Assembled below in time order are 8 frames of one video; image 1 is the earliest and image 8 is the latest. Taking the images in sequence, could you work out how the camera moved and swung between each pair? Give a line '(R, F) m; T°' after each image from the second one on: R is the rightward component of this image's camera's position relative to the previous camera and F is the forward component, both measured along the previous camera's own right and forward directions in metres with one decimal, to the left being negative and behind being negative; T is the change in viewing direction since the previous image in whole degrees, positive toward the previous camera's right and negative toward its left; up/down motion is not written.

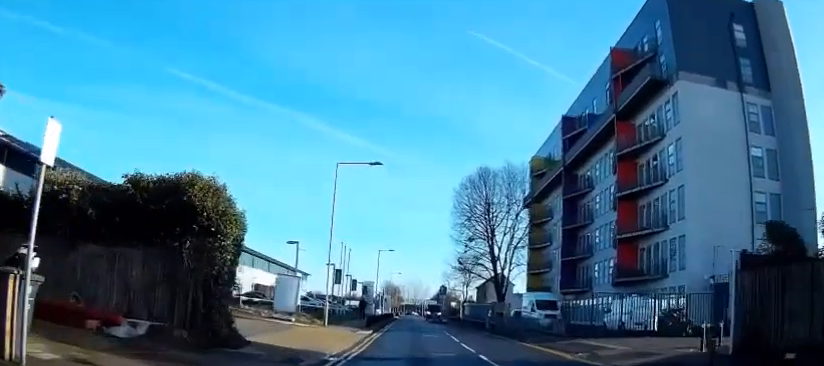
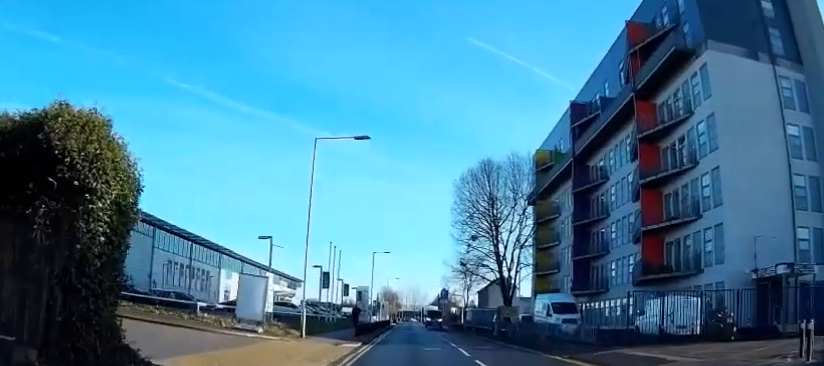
(-0.1, +5.7) m; 0°
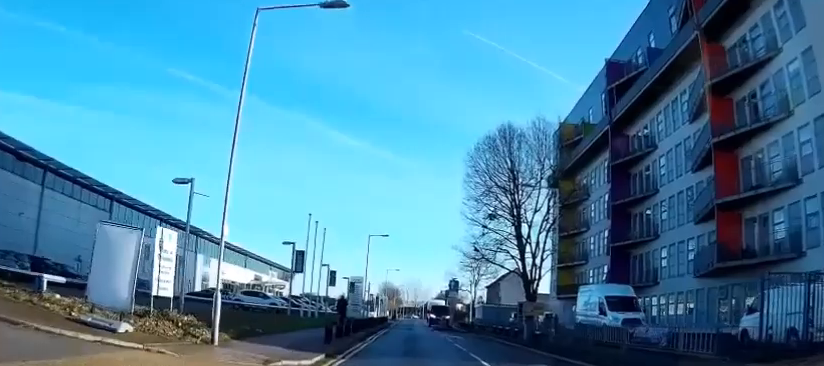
(+0.1, +11.0) m; 0°
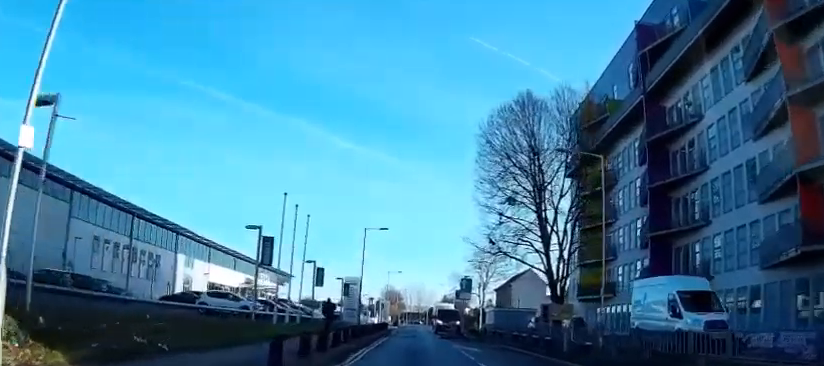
(0.0, +8.0) m; 0°
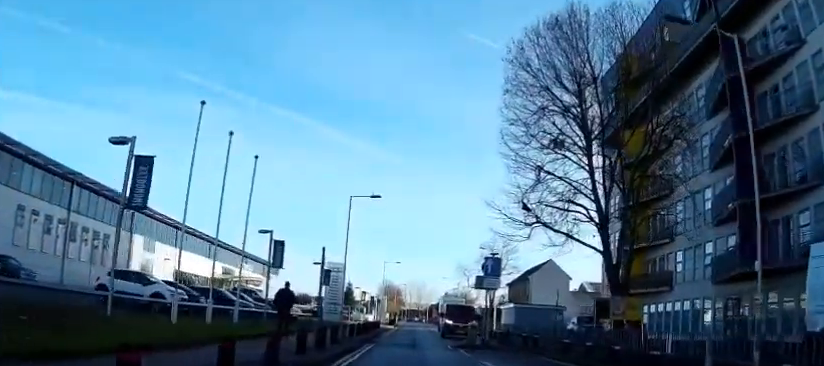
(0.0, +12.2) m; 0°
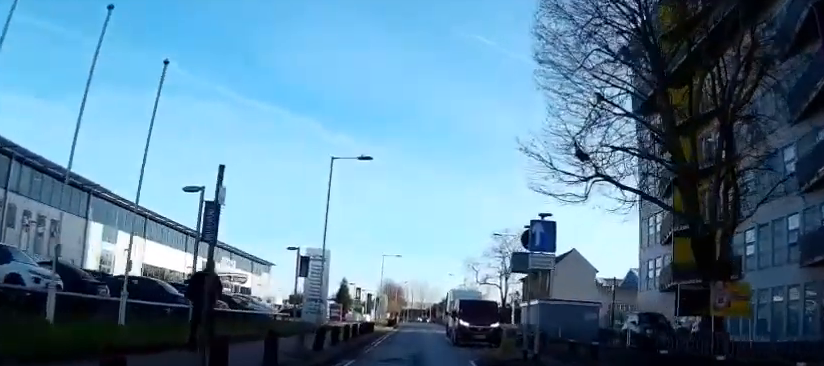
(0.0, +9.2) m; 0°
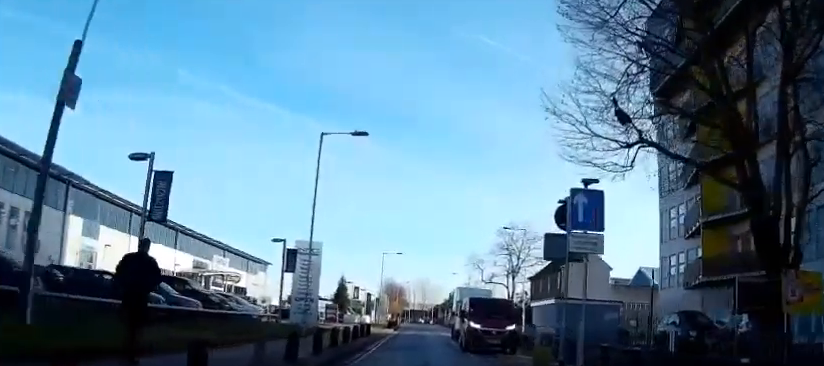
(0.0, +3.9) m; 0°
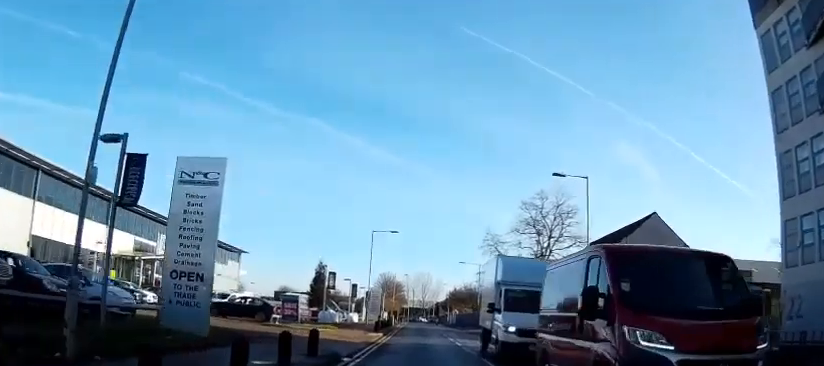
(0.0, +16.7) m; 0°
